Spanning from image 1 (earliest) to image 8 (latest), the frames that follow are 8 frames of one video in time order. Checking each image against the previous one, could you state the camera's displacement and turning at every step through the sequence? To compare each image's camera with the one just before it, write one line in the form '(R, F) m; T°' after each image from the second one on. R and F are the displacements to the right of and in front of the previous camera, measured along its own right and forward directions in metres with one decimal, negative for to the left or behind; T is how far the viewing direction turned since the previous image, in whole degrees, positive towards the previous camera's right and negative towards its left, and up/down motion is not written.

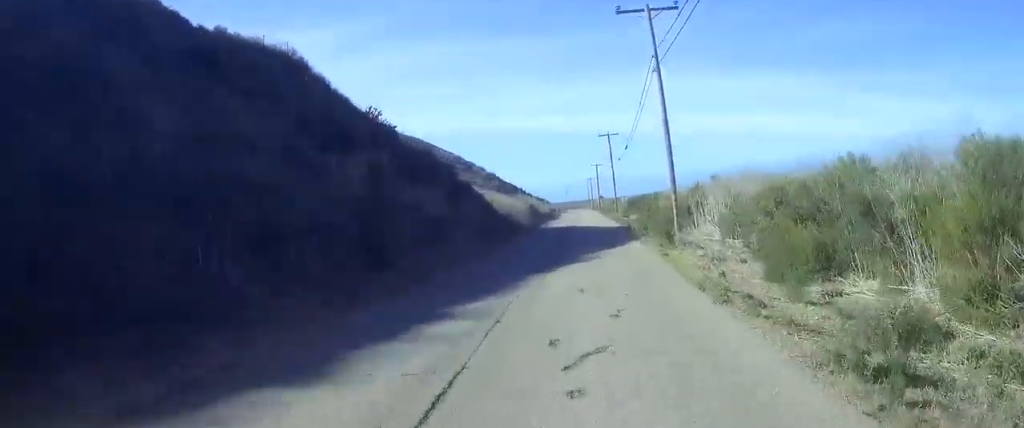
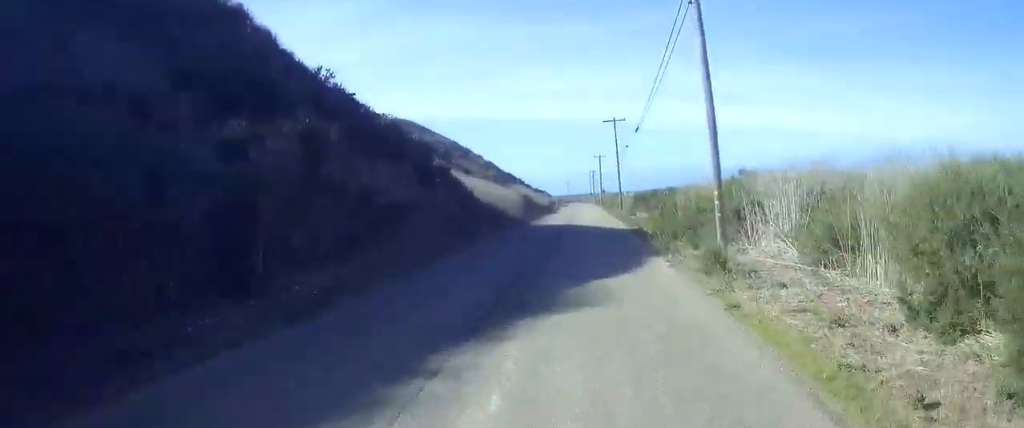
(-0.1, +8.4) m; -1°
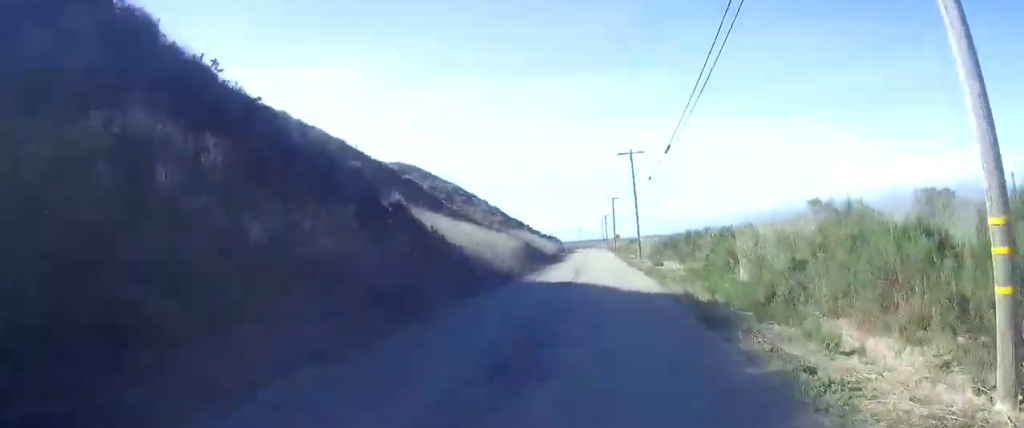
(0.0, +11.8) m; 0°
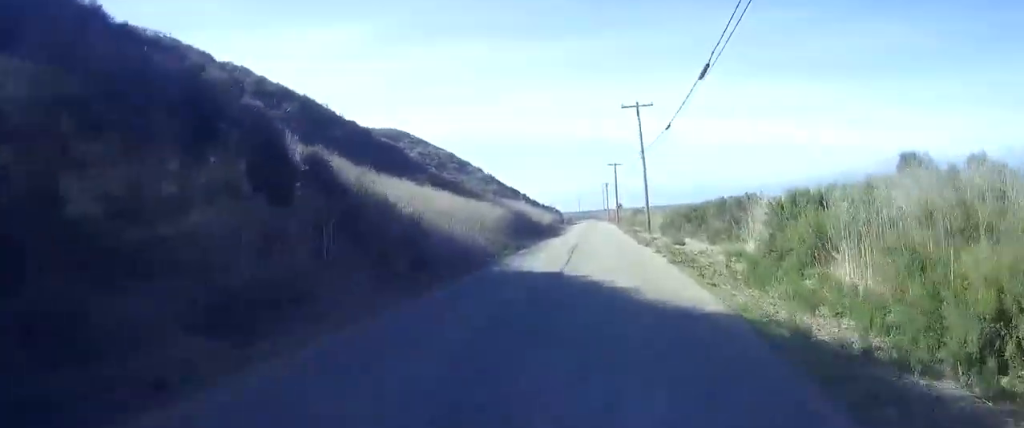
(0.0, +9.5) m; 0°
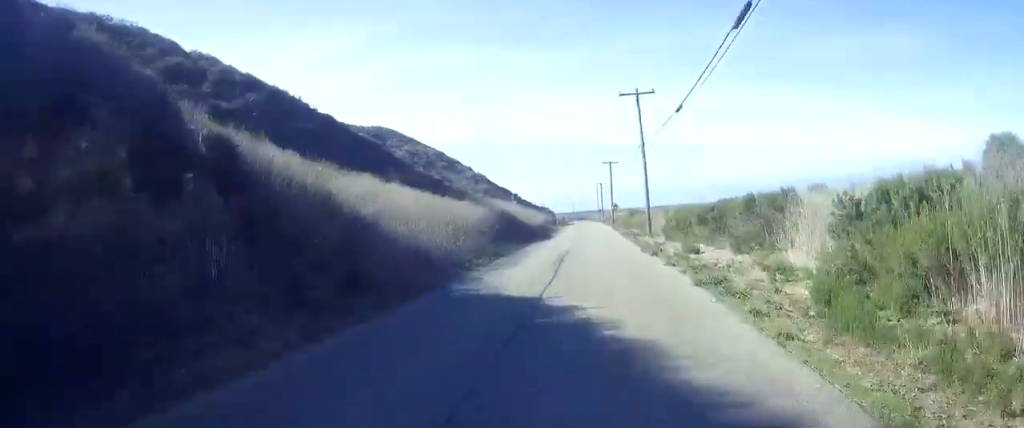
(0.0, +5.7) m; 0°
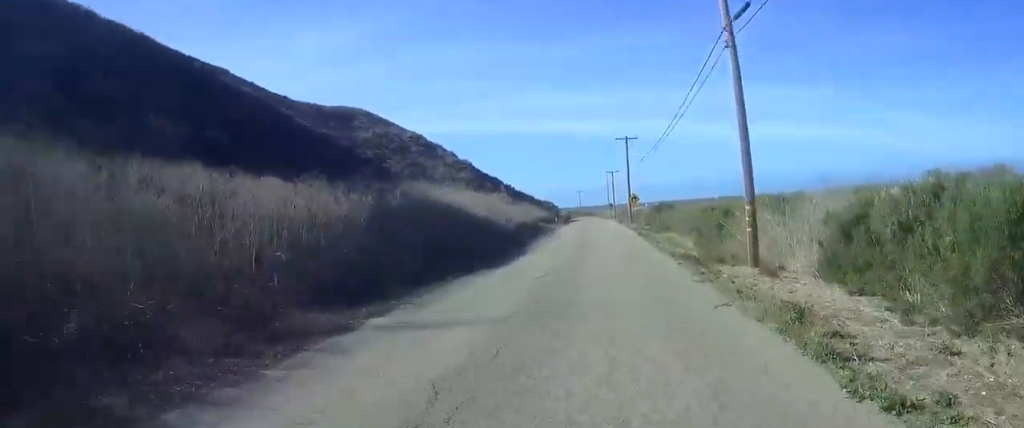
(-0.1, +29.2) m; 0°
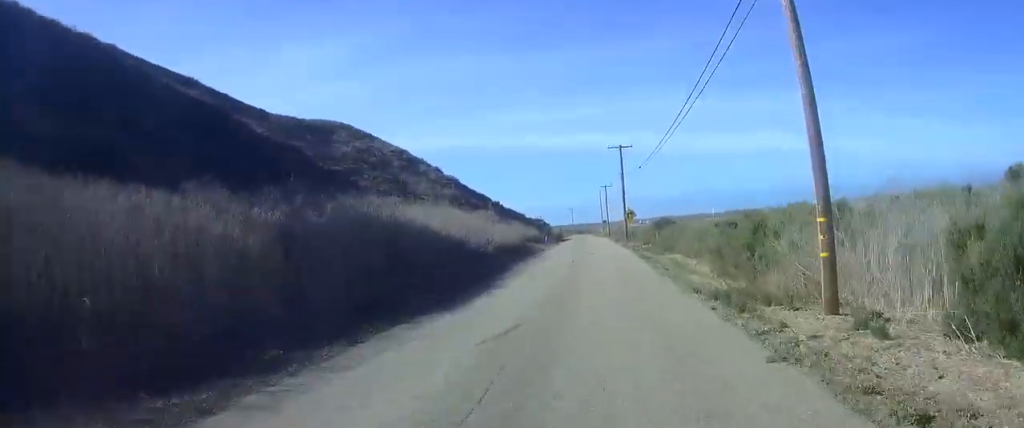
(0.0, +6.4) m; 0°
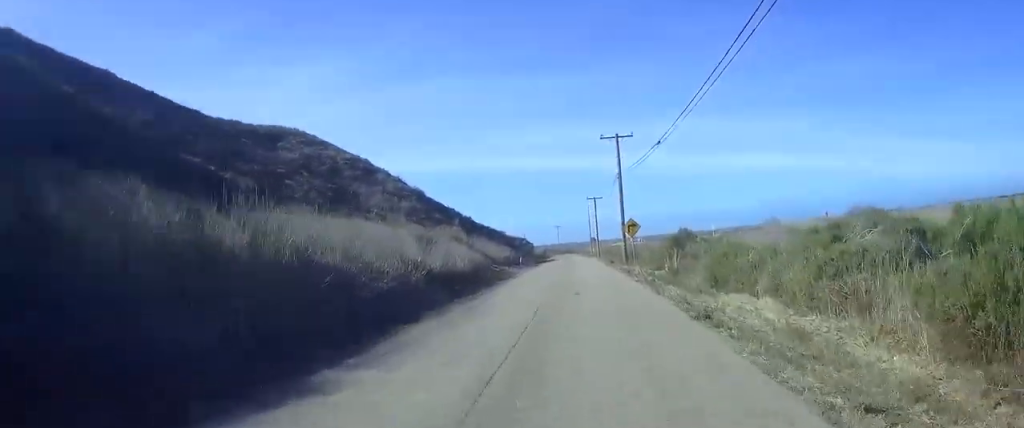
(+0.2, +18.9) m; +1°
